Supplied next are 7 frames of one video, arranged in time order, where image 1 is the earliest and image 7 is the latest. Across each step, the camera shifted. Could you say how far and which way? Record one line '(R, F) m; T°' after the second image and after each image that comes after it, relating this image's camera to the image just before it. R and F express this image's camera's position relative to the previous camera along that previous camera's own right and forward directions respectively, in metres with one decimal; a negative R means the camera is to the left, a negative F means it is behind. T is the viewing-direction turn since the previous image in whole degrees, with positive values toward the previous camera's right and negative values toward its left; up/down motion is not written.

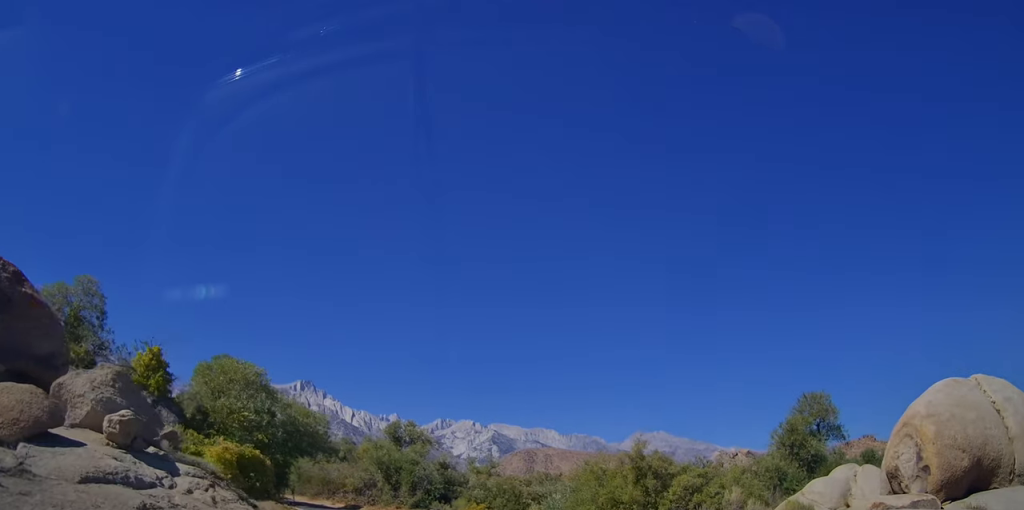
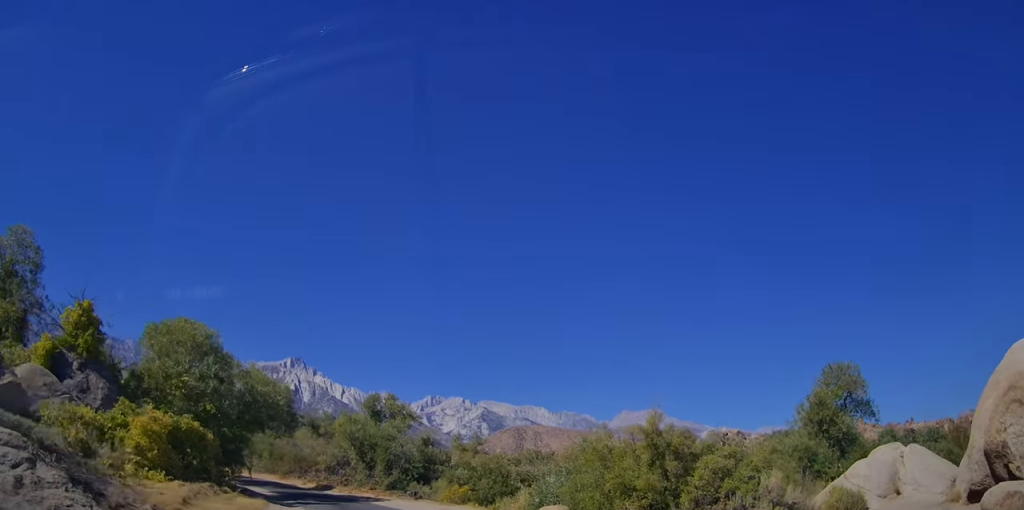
(+0.4, +4.1) m; +5°
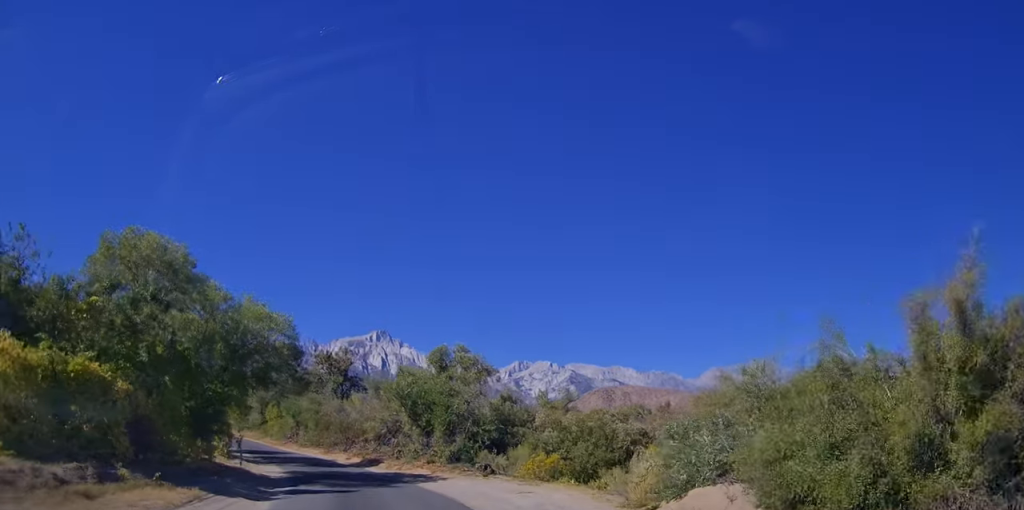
(-0.2, +9.8) m; -13°
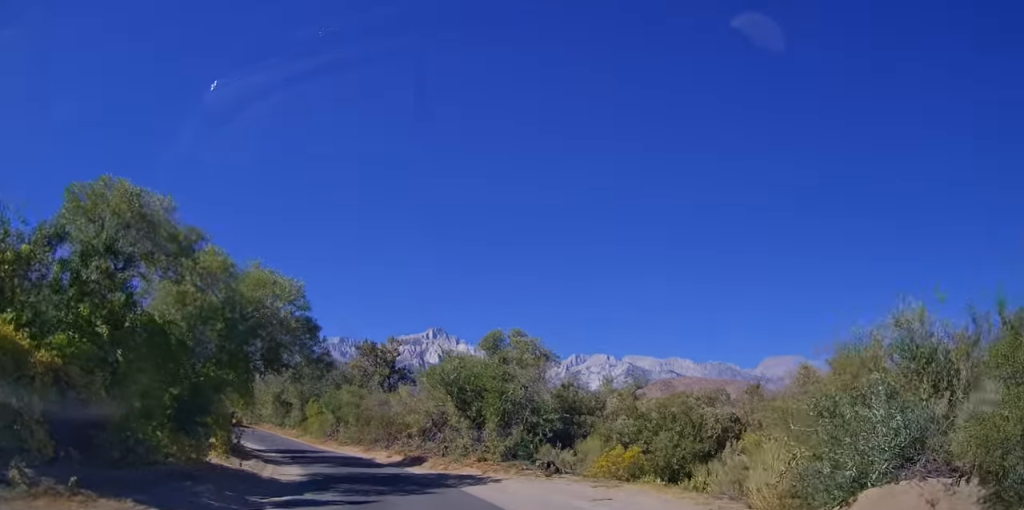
(-0.7, +4.7) m; -6°
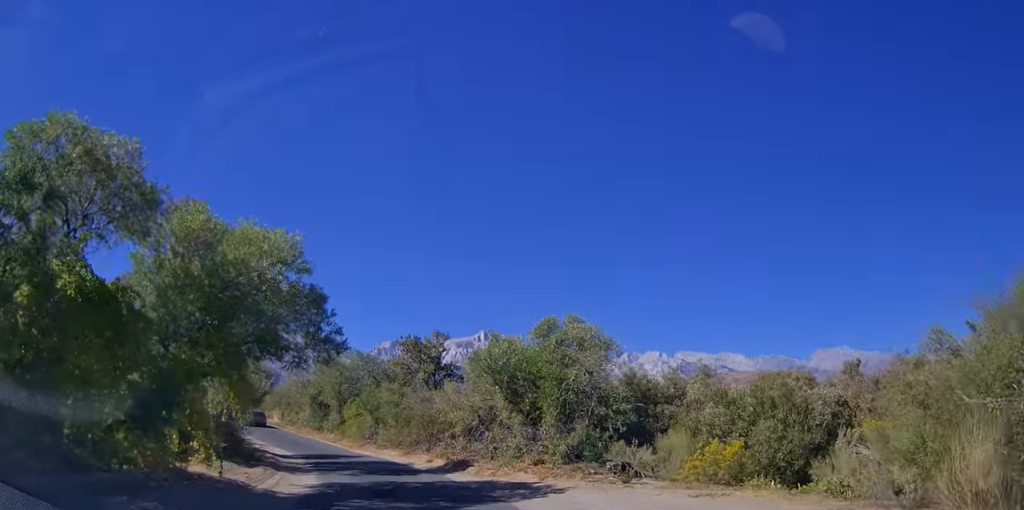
(-0.2, +4.5) m; -5°
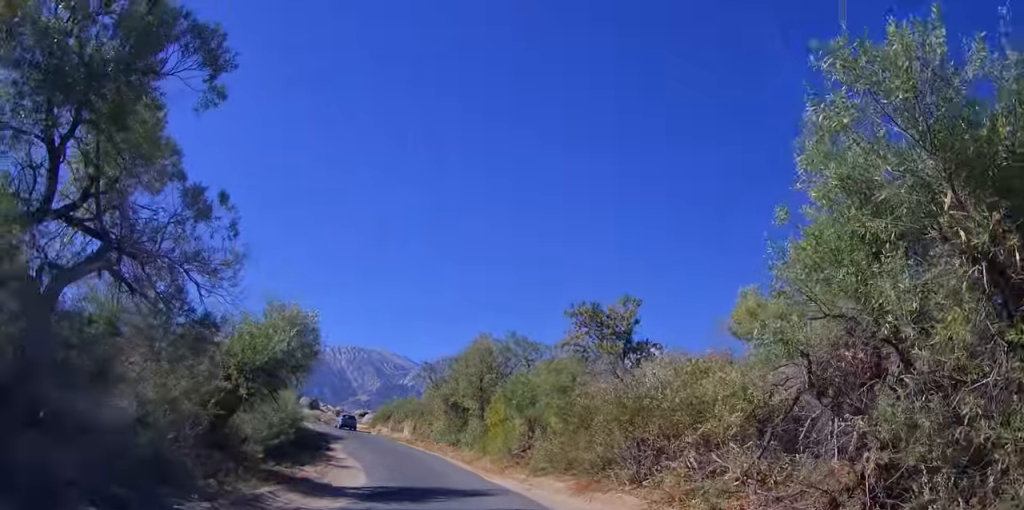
(-2.3, +16.8) m; -15°
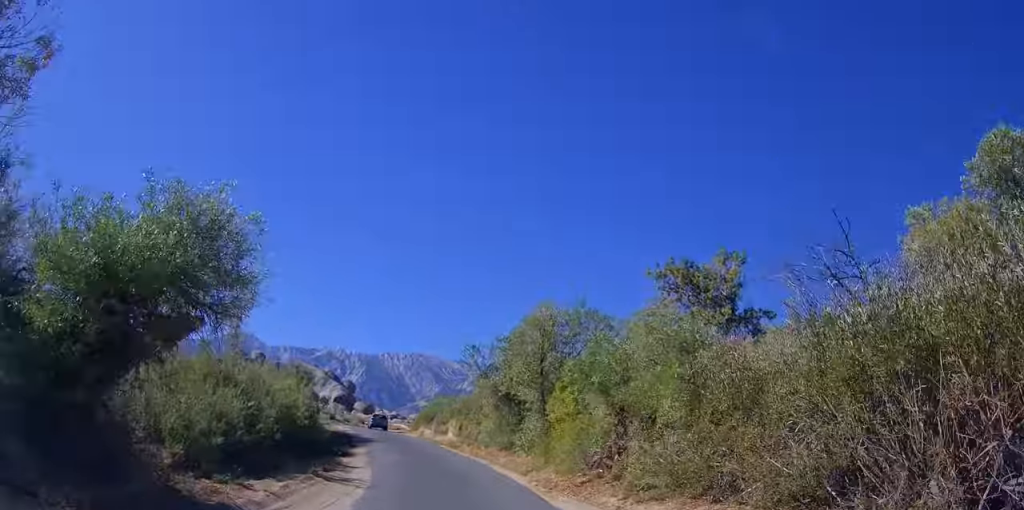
(-0.4, +8.5) m; -7°
